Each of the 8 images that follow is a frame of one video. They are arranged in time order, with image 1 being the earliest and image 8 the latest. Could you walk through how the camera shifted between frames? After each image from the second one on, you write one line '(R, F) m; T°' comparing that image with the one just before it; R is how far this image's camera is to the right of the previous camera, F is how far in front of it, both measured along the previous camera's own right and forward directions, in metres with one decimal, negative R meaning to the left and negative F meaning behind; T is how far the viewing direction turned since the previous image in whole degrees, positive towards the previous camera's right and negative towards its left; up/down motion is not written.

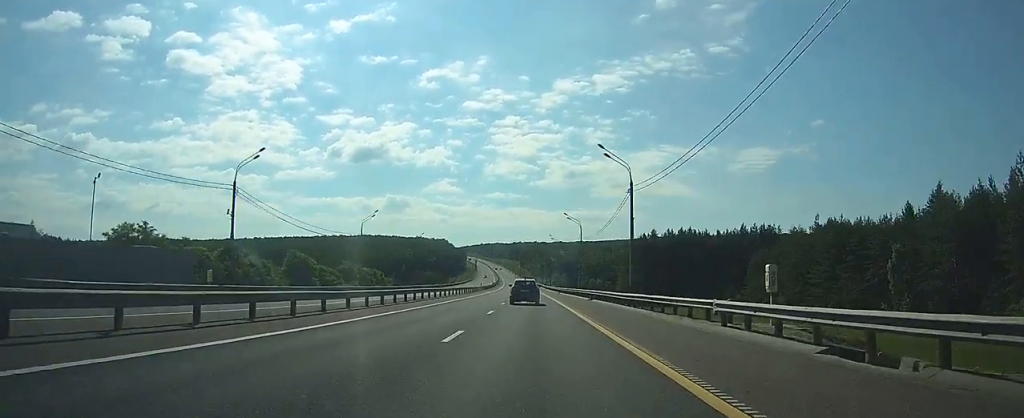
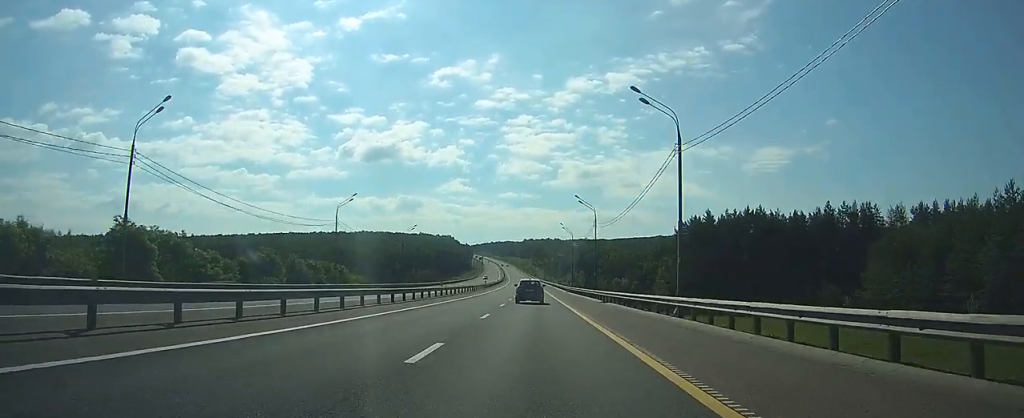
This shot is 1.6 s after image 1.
(-0.5, +51.6) m; -1°
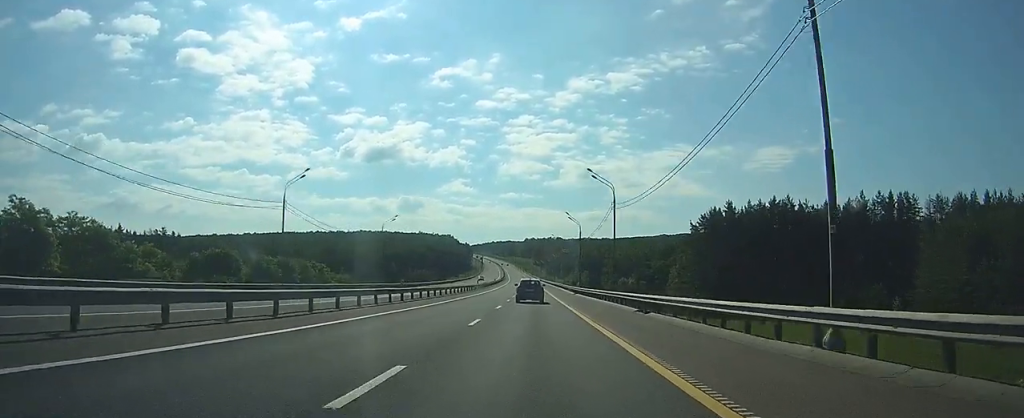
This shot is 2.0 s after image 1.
(-0.1, +15.4) m; 0°
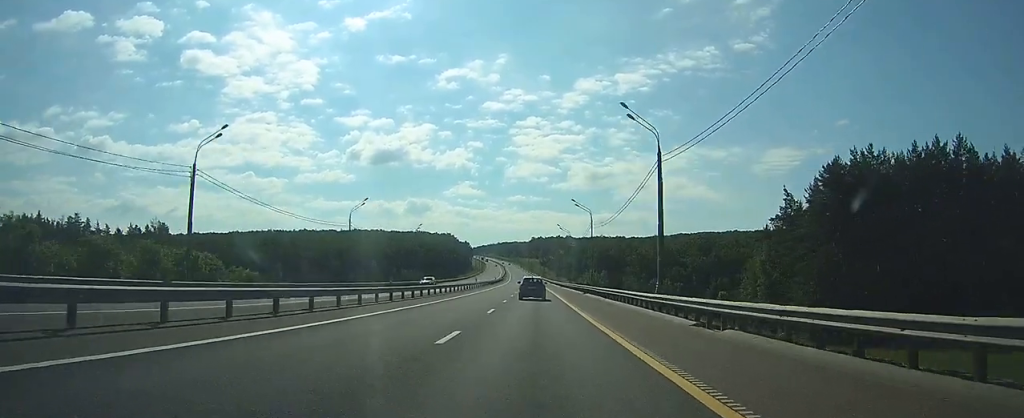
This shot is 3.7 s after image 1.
(-0.3, +53.9) m; -1°
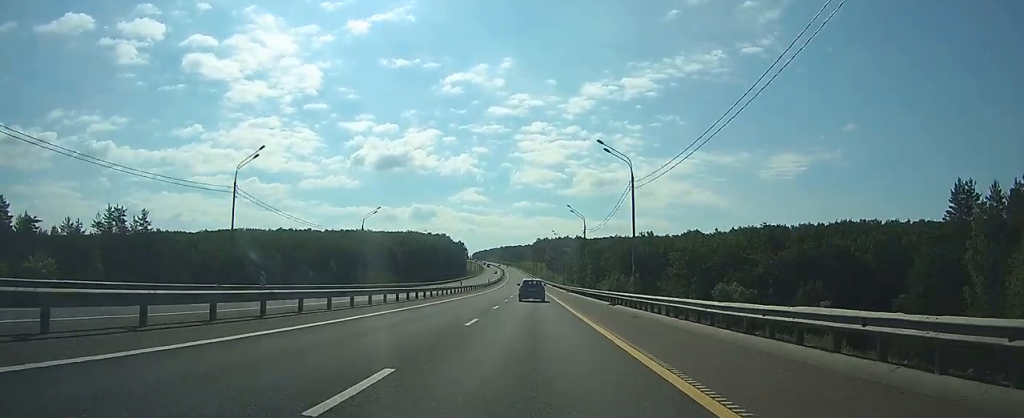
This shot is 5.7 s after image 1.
(-0.7, +66.1) m; -1°
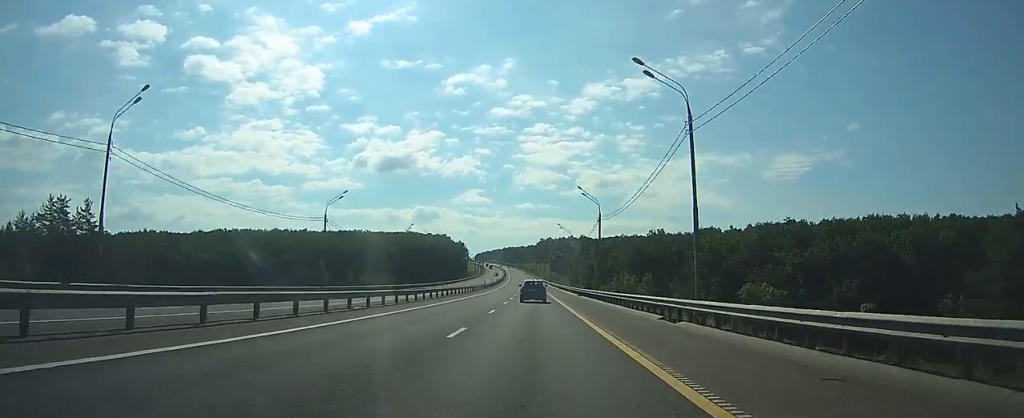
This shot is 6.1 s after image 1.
(-0.1, +15.5) m; 0°
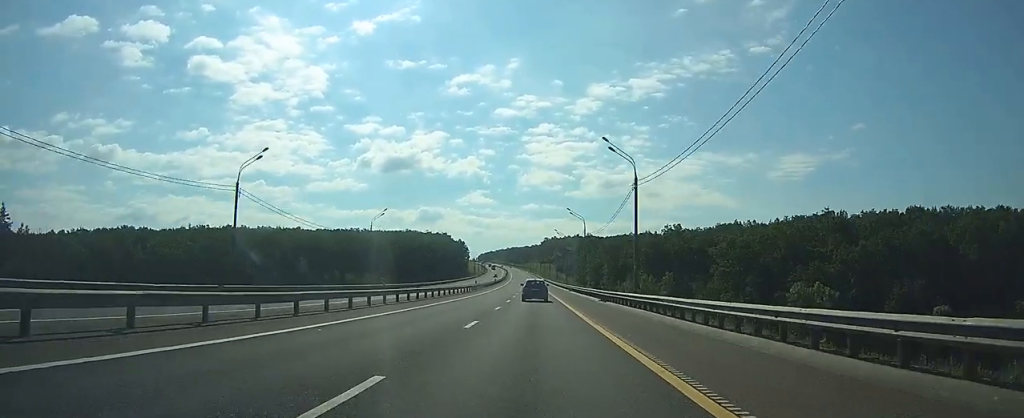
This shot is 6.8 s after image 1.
(0.0, +21.0) m; 0°
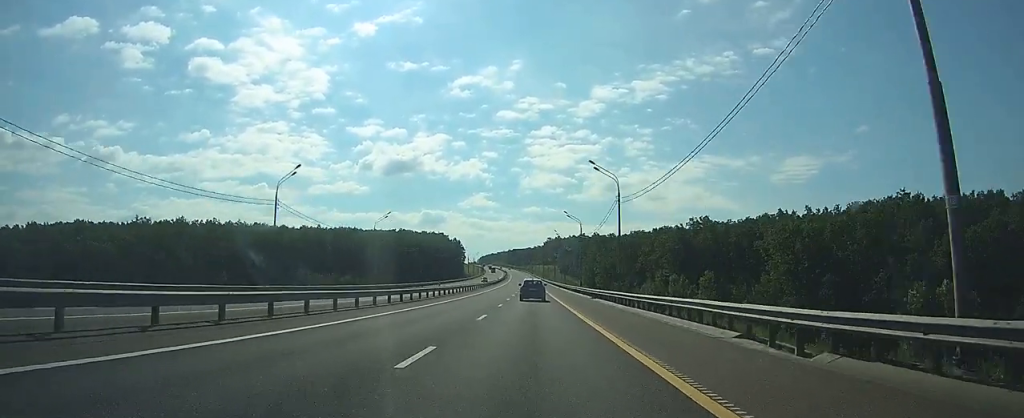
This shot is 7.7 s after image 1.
(-0.1, +31.9) m; 0°
